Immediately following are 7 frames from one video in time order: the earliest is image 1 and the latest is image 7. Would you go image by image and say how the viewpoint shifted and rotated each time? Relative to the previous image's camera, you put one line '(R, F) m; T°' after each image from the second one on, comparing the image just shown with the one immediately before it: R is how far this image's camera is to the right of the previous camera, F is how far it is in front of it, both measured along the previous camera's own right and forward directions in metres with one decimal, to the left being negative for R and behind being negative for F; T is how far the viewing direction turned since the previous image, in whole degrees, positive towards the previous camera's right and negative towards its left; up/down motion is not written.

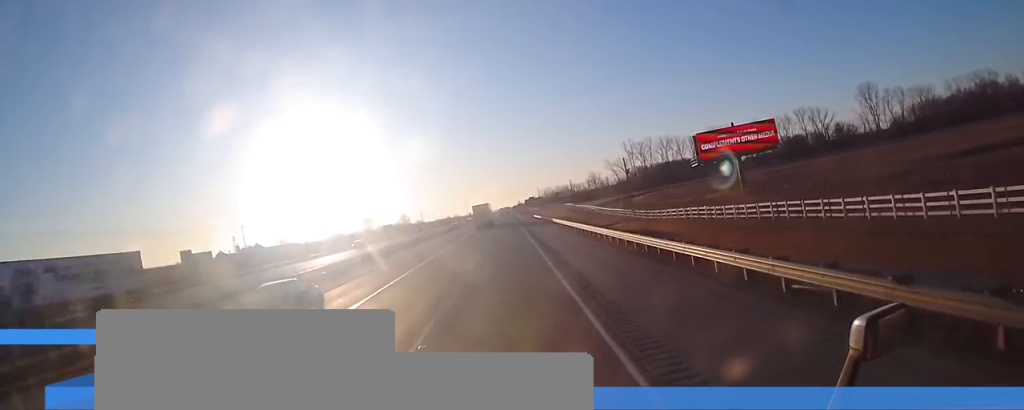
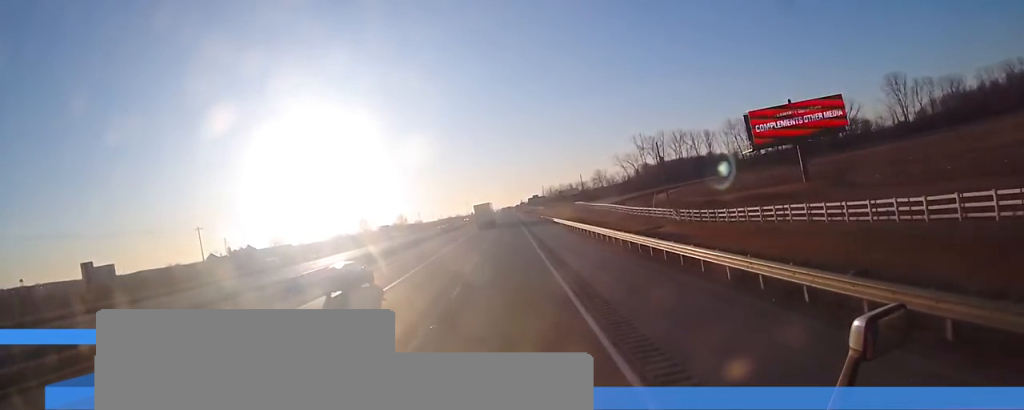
(-0.1, +21.4) m; 0°
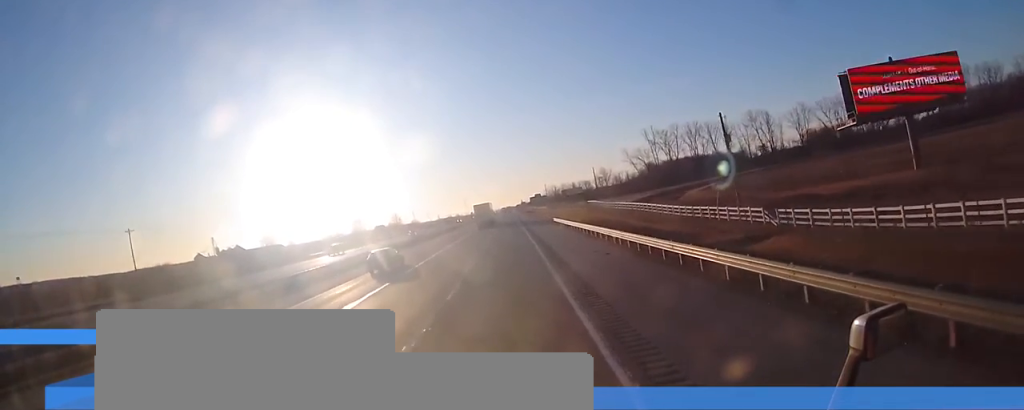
(-0.1, +25.1) m; 0°
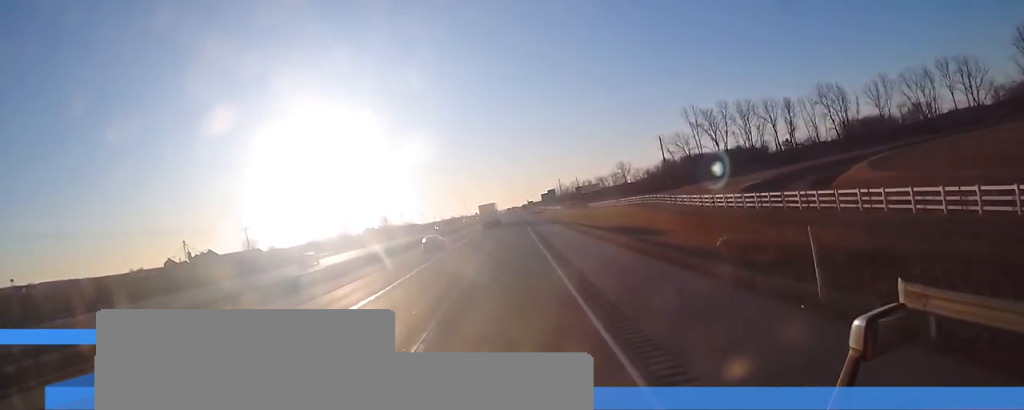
(+0.2, +55.9) m; -1°
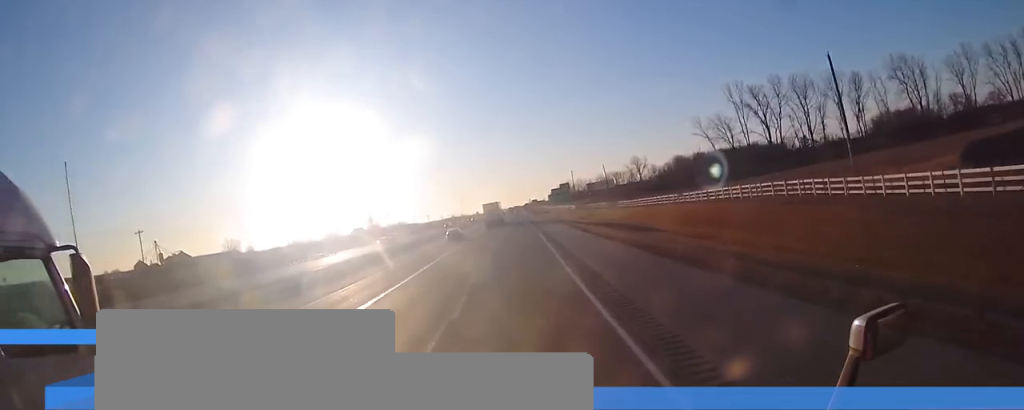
(0.0, +43.7) m; +1°
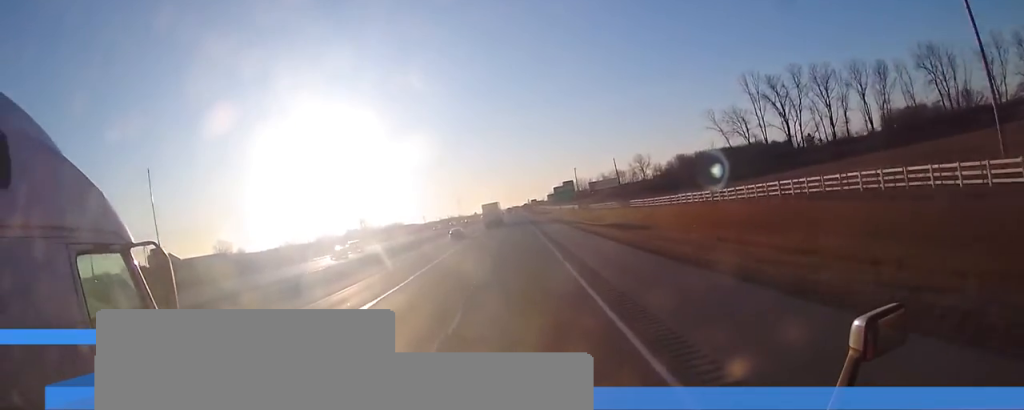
(+0.1, +13.0) m; 0°
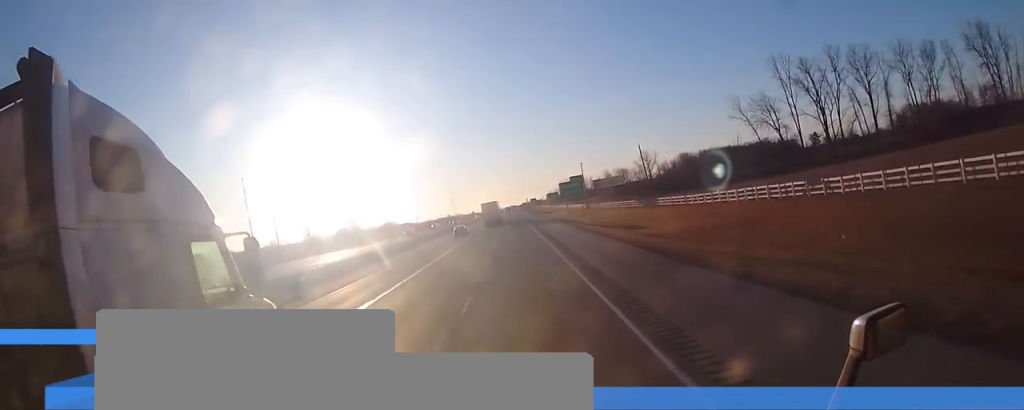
(0.0, +22.6) m; 0°
